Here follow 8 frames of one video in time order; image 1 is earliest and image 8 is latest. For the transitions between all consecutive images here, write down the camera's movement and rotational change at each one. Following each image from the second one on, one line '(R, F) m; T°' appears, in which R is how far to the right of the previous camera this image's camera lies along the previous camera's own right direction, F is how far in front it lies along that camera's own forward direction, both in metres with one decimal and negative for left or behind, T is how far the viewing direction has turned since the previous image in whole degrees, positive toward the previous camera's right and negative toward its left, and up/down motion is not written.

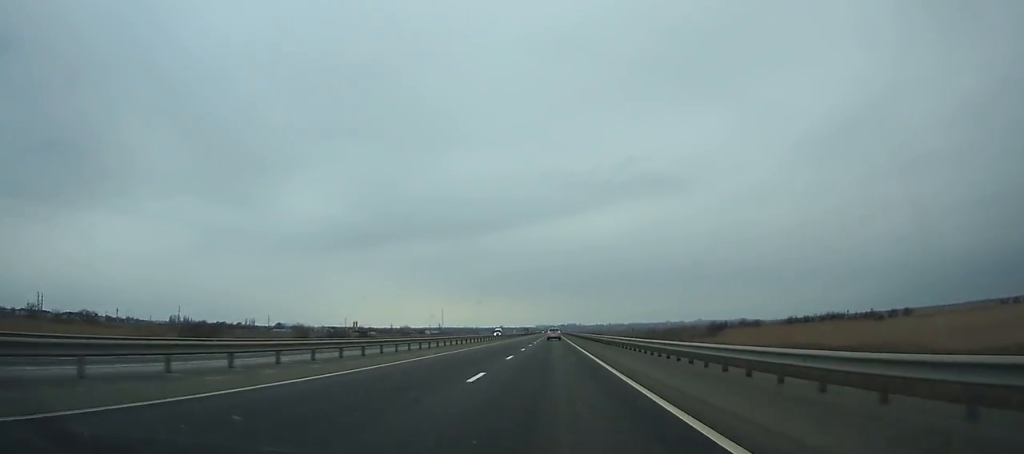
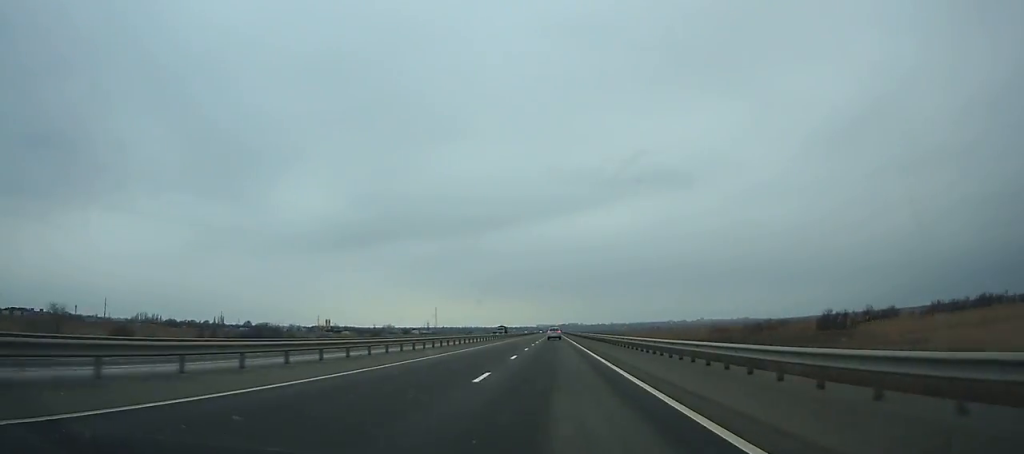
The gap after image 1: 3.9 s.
(+0.1, +106.7) m; 0°
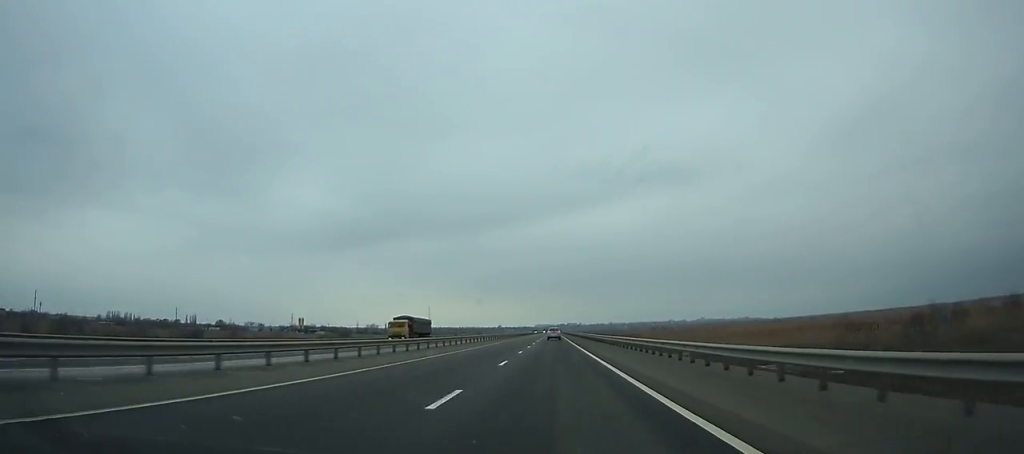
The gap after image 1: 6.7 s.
(+0.1, +76.2) m; 0°
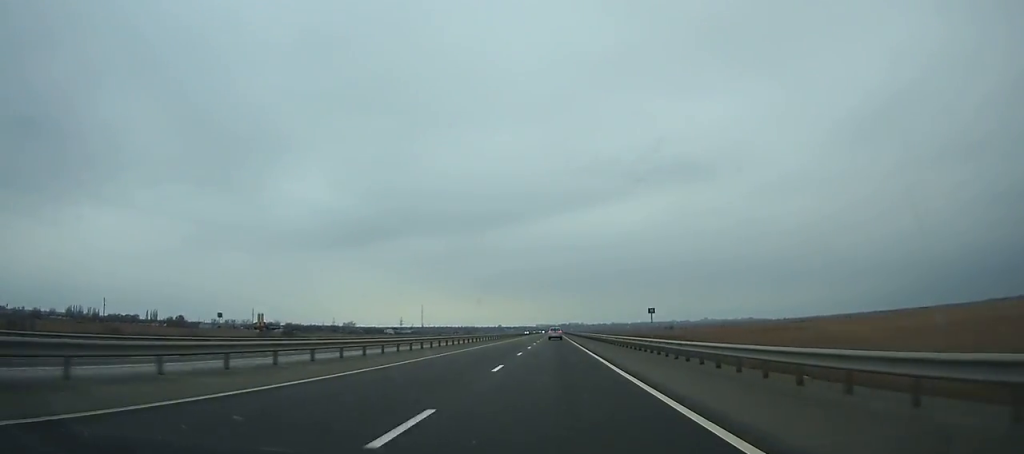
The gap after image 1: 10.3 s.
(0.0, +97.8) m; 0°
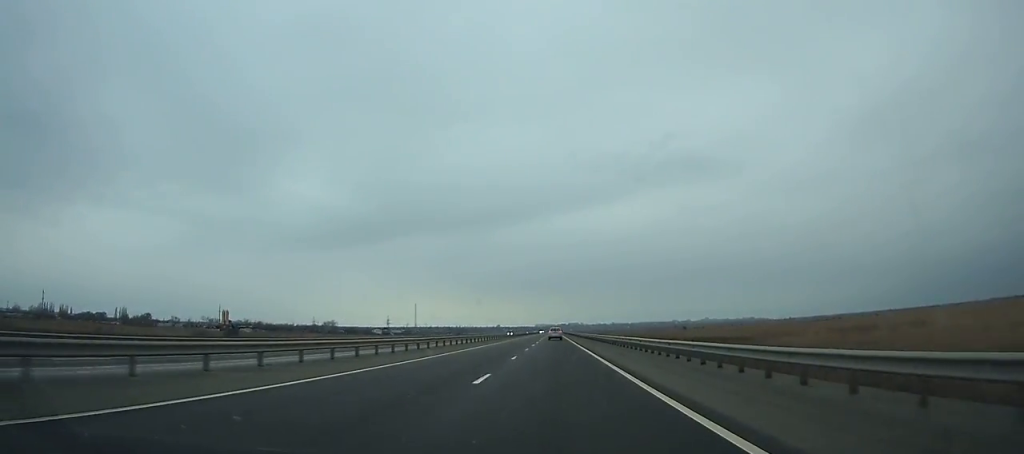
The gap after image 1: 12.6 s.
(+0.2, +62.6) m; 0°
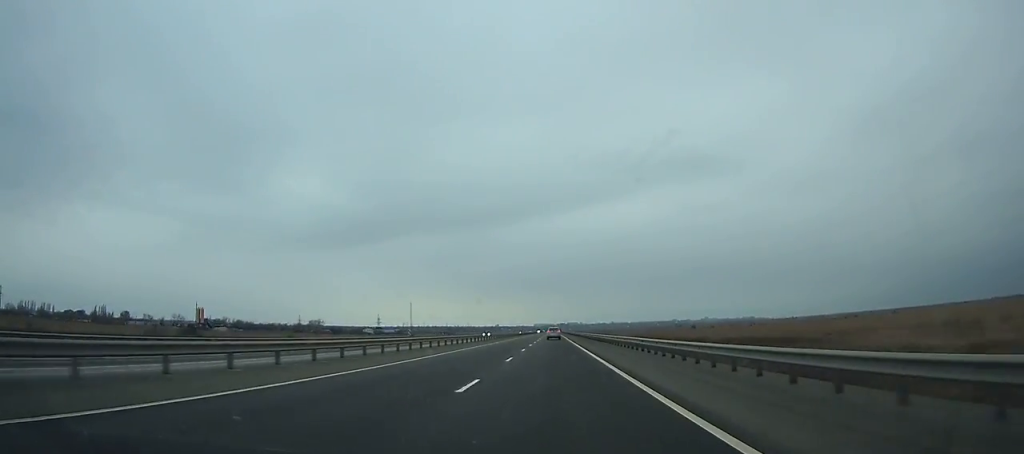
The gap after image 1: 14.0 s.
(0.0, +38.2) m; 0°
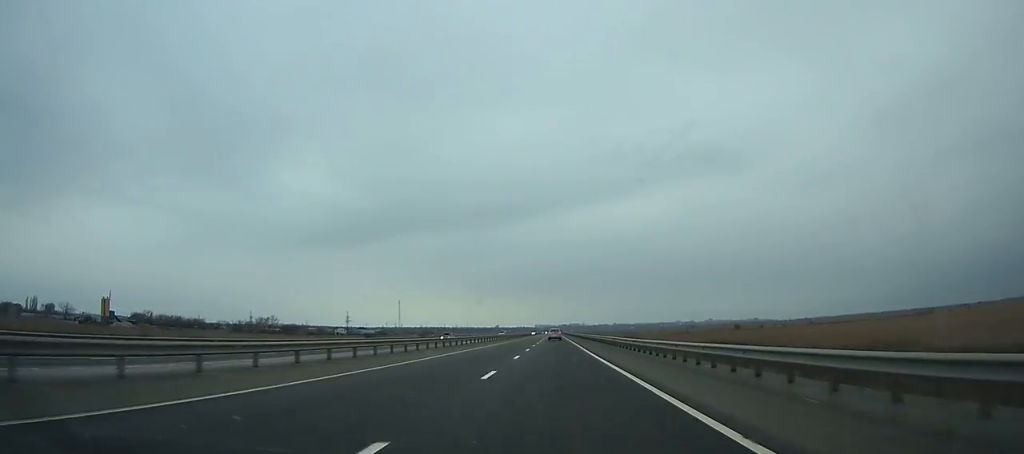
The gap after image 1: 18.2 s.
(-0.2, +114.7) m; 0°
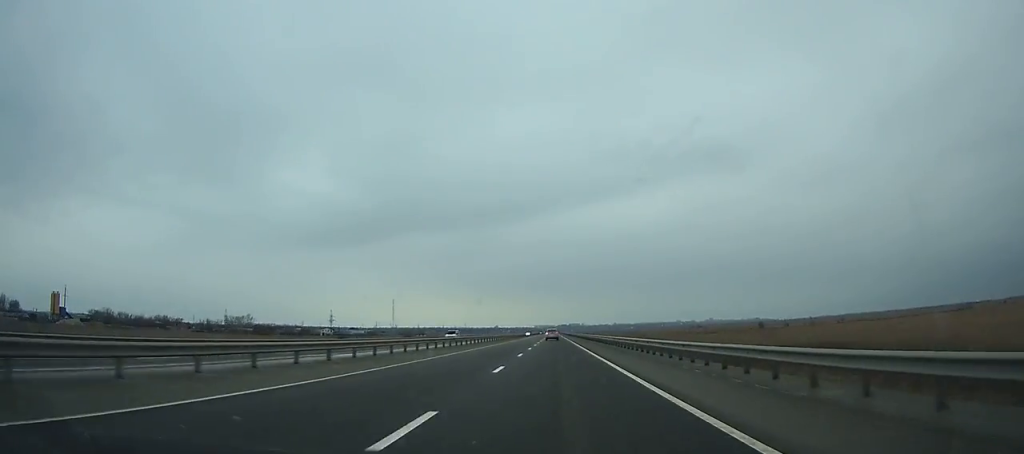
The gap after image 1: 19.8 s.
(0.0, +43.8) m; 0°
